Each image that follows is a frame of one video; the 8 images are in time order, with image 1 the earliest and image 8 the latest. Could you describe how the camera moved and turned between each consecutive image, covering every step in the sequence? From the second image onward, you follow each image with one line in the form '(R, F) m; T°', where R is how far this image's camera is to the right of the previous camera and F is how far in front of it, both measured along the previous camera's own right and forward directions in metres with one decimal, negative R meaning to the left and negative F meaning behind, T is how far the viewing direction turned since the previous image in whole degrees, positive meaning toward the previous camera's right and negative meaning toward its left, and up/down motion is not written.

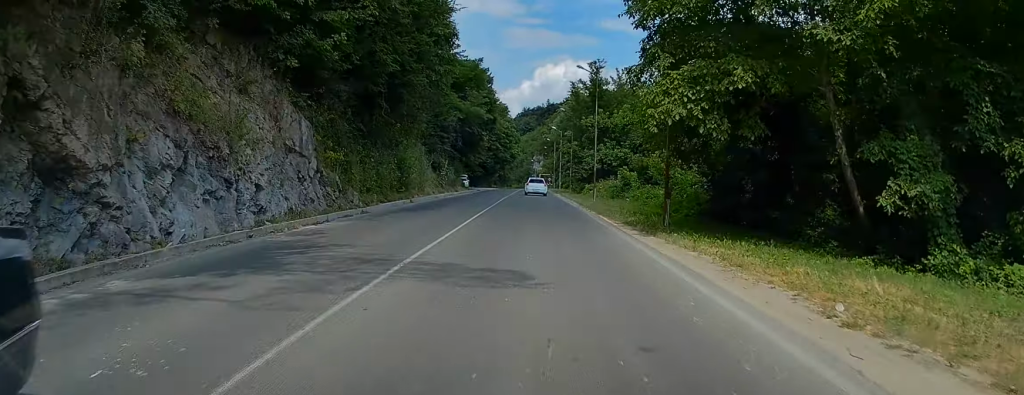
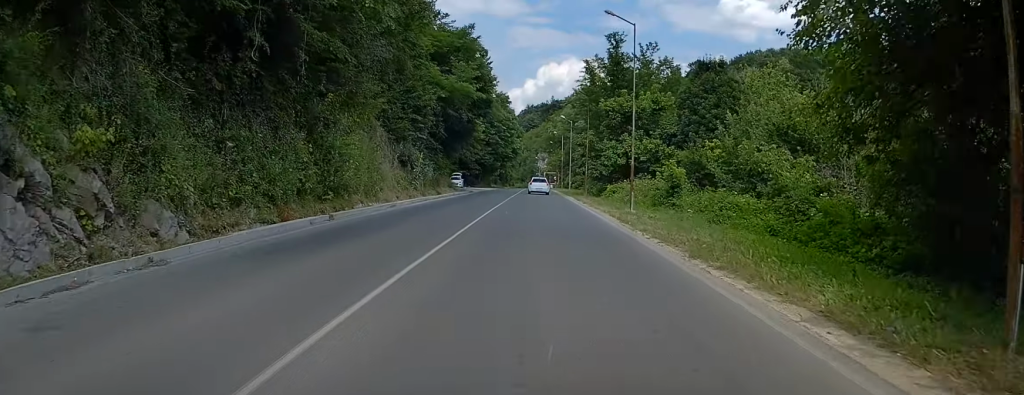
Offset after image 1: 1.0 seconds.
(-0.1, +15.0) m; 0°
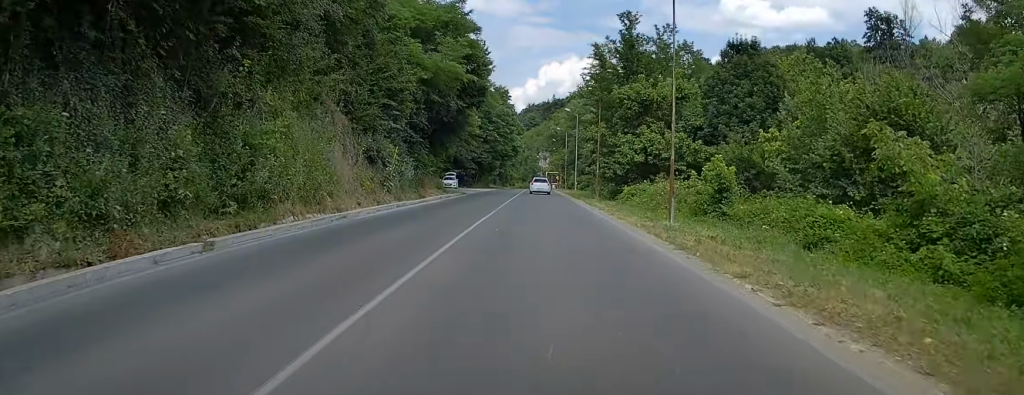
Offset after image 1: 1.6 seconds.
(-0.1, +8.3) m; +1°
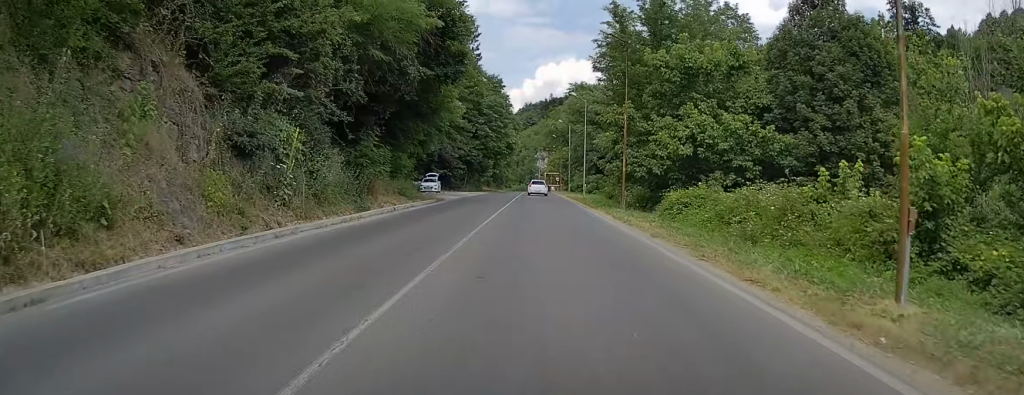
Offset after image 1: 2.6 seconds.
(+0.3, +14.1) m; +1°
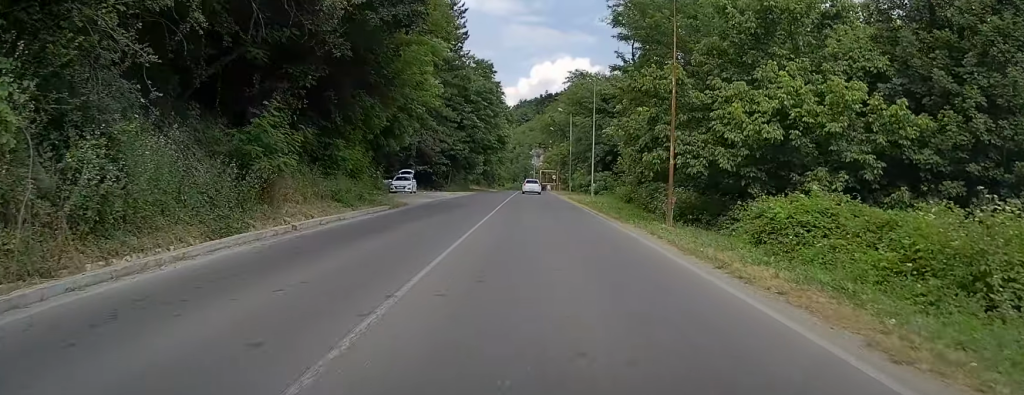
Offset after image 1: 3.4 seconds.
(-0.1, +12.0) m; 0°
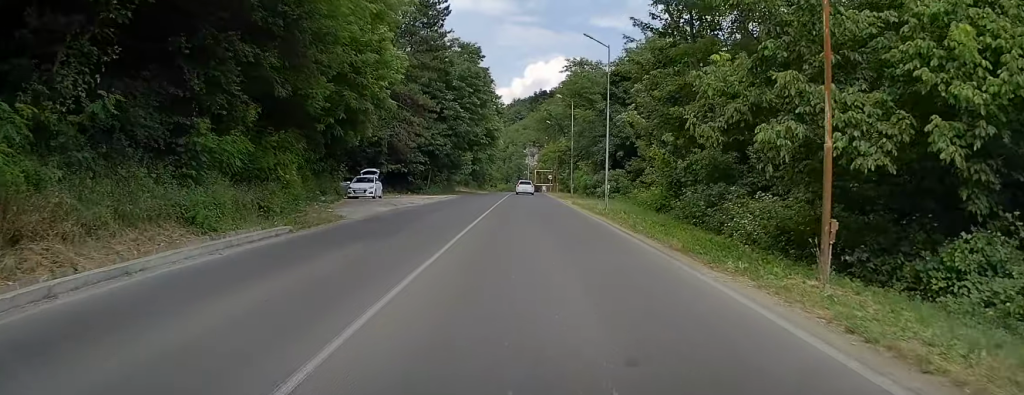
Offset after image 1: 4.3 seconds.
(0.0, +11.6) m; +1°
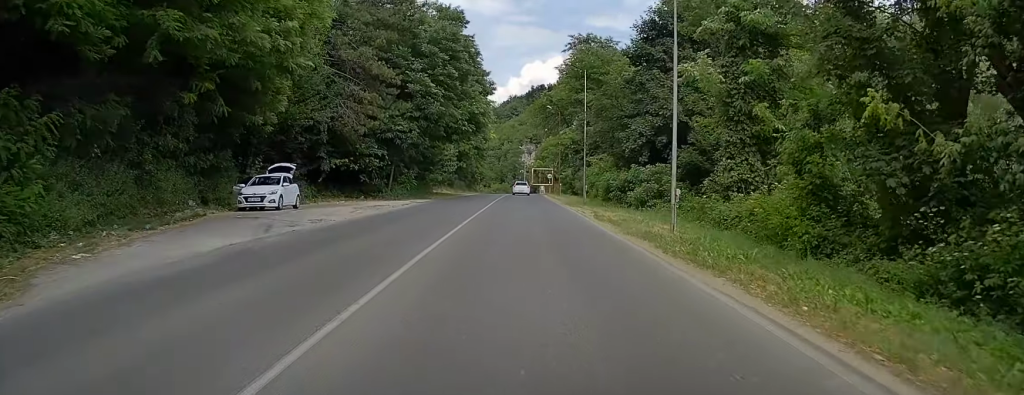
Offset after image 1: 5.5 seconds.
(+0.3, +16.7) m; +1°
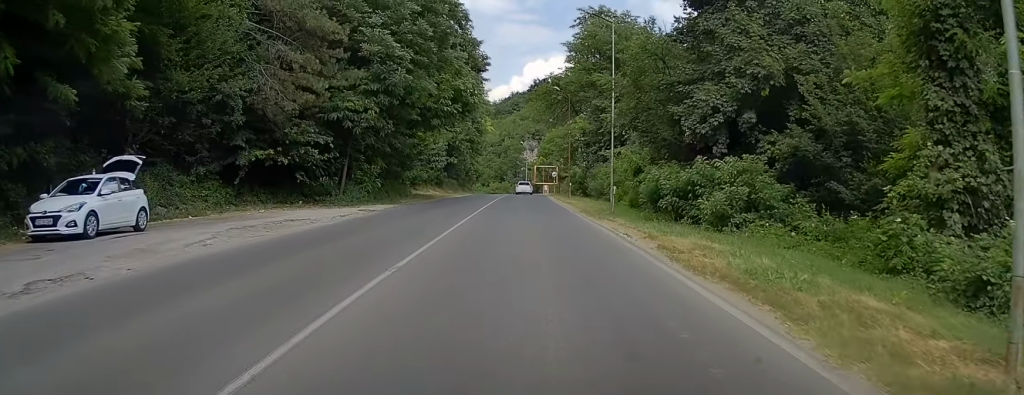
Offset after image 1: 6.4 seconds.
(-0.1, +13.1) m; -1°
